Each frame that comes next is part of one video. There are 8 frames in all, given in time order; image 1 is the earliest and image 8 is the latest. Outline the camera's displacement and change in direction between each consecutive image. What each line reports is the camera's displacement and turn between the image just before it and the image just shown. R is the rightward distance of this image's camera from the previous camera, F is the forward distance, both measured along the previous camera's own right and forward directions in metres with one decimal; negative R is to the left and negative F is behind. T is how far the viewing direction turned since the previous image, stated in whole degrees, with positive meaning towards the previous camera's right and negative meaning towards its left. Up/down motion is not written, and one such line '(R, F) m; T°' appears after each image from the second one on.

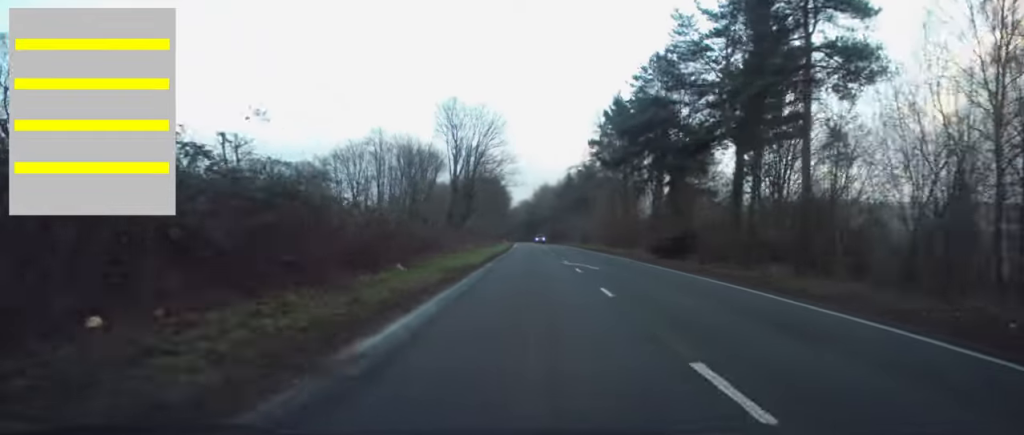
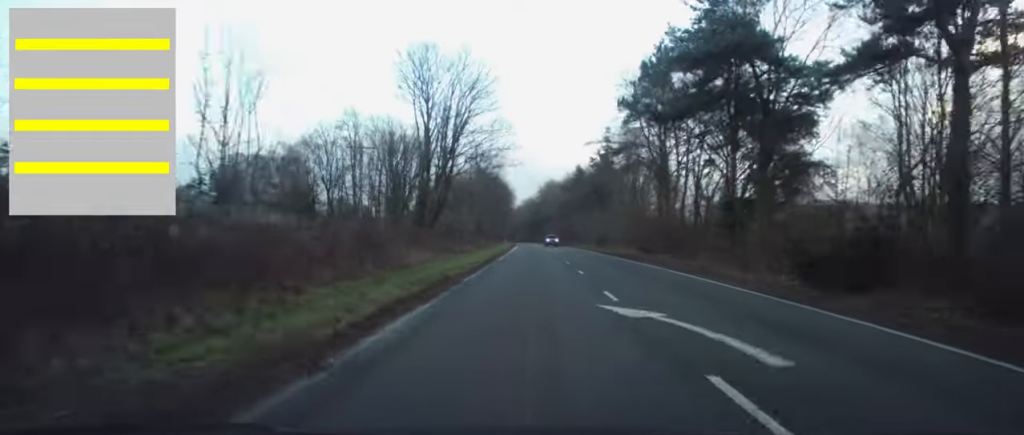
(+0.2, +18.3) m; 0°
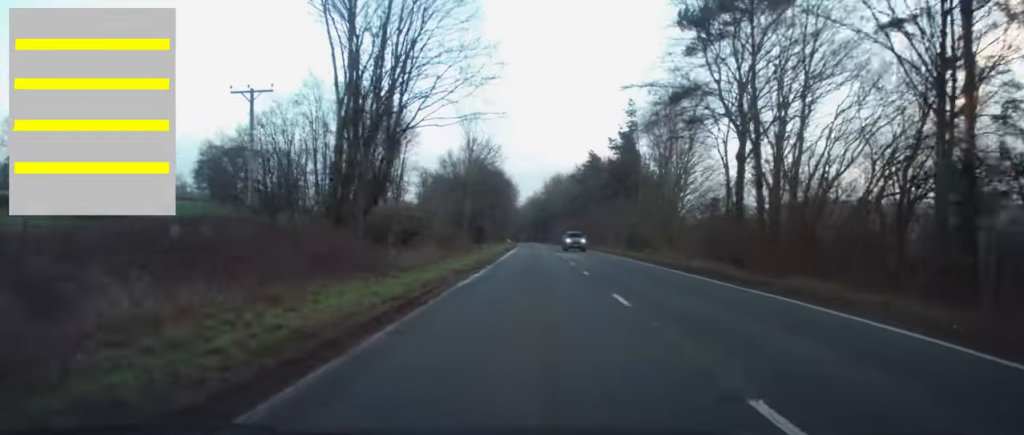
(-0.3, +18.7) m; -1°
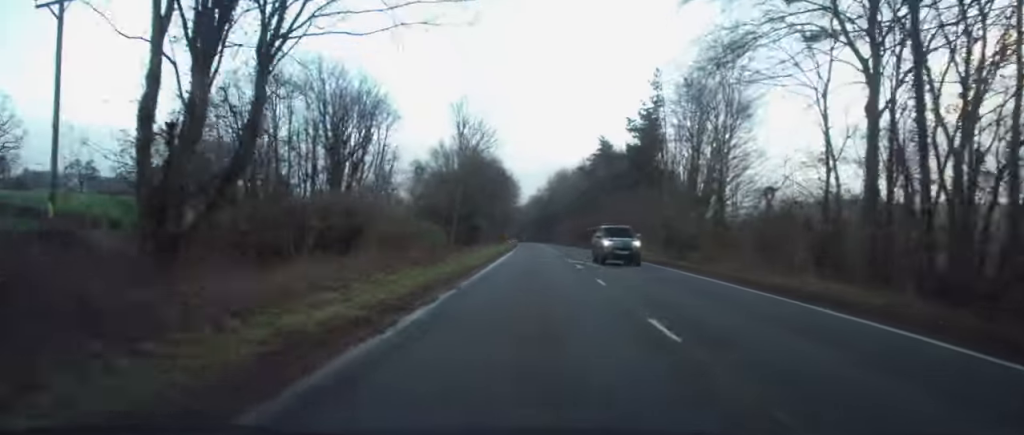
(0.0, +13.0) m; -1°
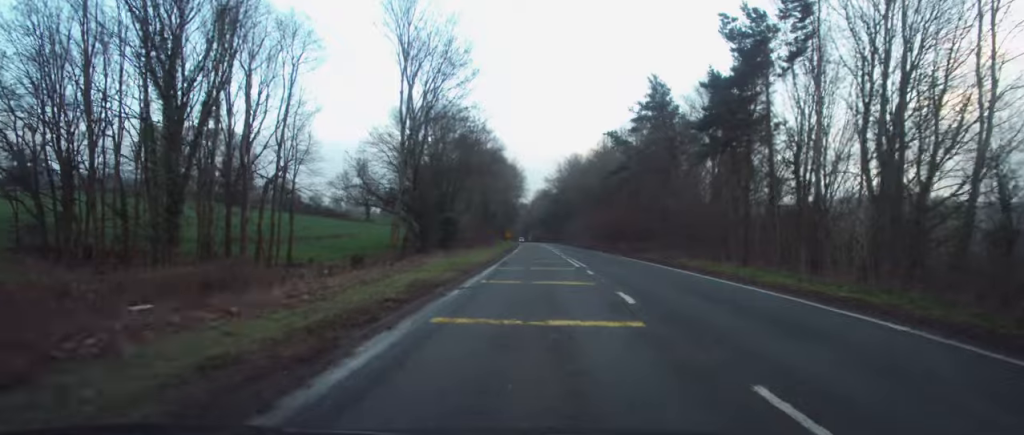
(-0.4, +31.3) m; 0°
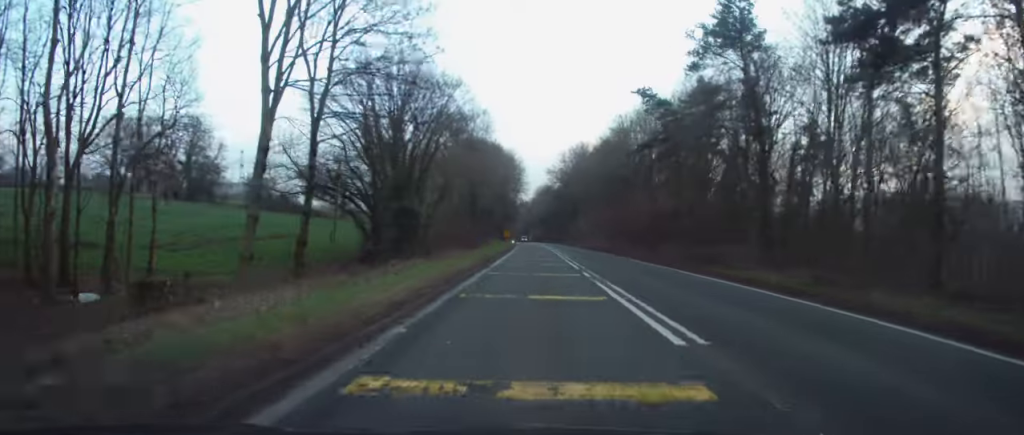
(+0.3, +19.5) m; 0°
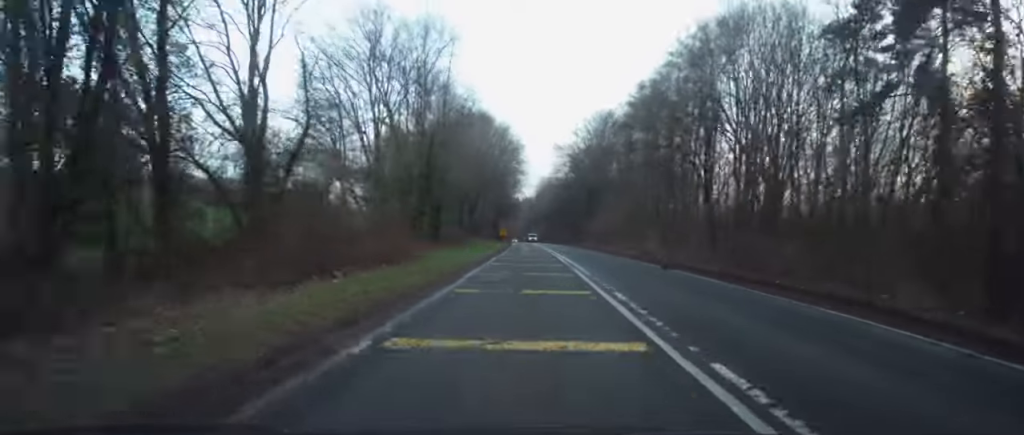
(-0.2, +35.4) m; 0°
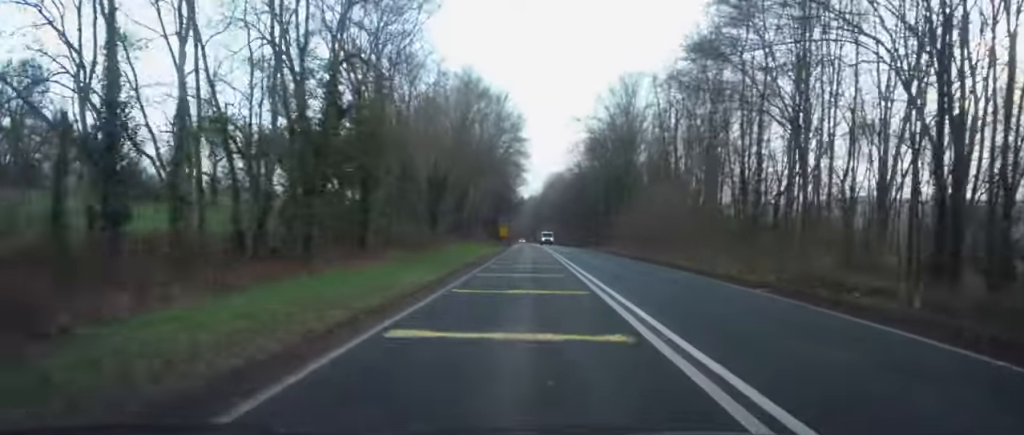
(-0.2, +25.1) m; -1°
